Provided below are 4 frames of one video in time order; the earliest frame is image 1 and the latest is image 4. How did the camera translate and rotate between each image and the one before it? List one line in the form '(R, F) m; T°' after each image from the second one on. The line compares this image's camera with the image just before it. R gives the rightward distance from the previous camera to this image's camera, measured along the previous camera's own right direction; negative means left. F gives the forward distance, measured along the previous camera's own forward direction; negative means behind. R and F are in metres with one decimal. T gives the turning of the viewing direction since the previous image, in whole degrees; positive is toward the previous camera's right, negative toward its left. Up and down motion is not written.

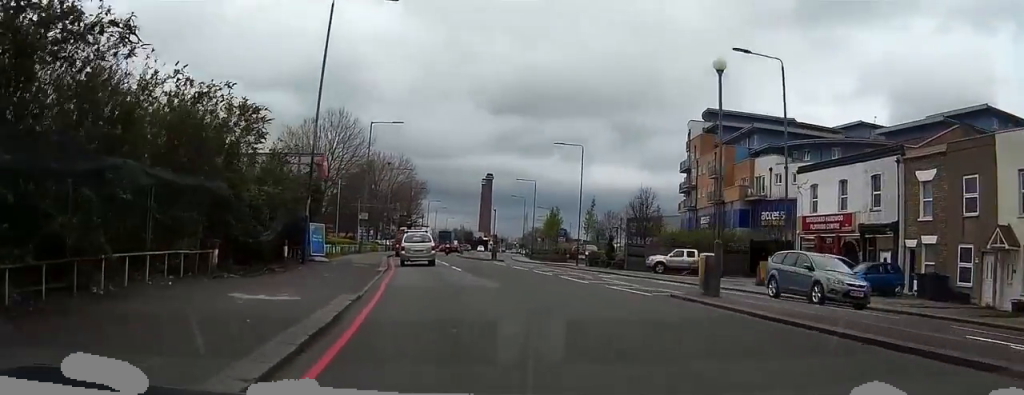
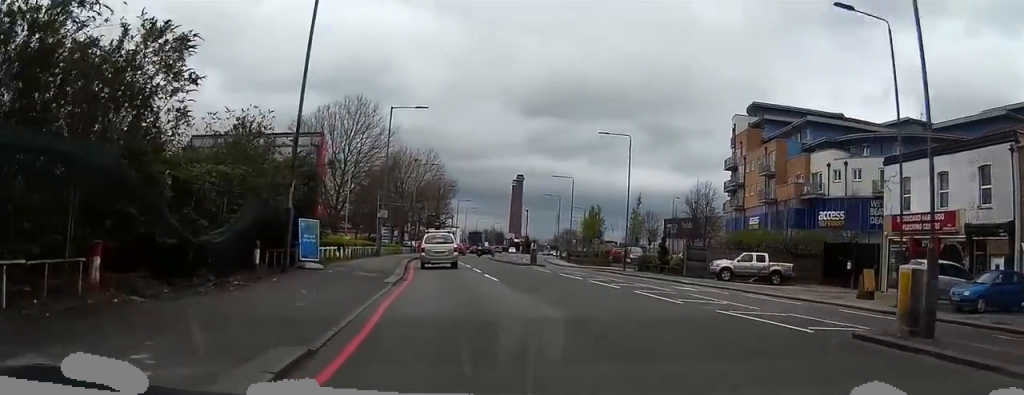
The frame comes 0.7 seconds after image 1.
(-0.2, +7.0) m; -1°
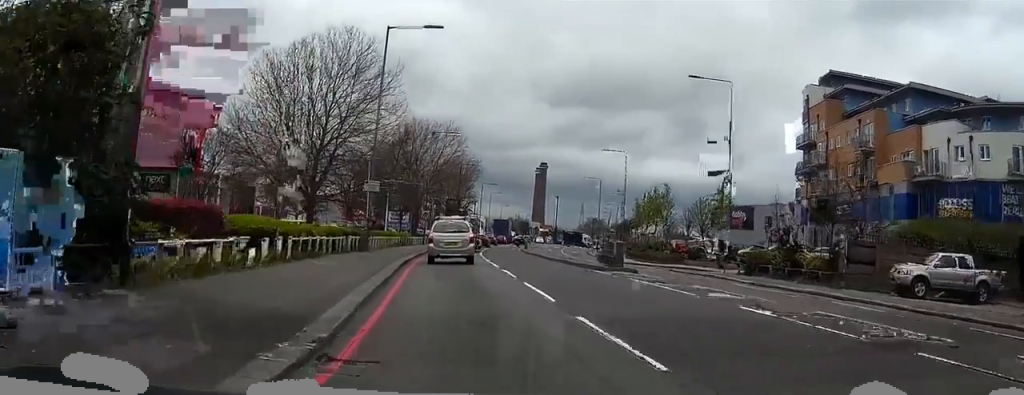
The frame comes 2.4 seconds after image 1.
(-0.3, +17.4) m; -1°
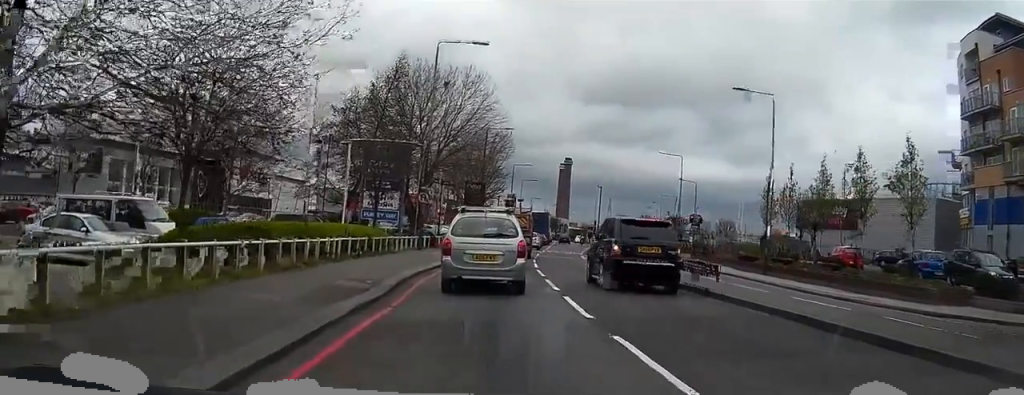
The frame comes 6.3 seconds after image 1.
(-0.8, +30.9) m; -5°
